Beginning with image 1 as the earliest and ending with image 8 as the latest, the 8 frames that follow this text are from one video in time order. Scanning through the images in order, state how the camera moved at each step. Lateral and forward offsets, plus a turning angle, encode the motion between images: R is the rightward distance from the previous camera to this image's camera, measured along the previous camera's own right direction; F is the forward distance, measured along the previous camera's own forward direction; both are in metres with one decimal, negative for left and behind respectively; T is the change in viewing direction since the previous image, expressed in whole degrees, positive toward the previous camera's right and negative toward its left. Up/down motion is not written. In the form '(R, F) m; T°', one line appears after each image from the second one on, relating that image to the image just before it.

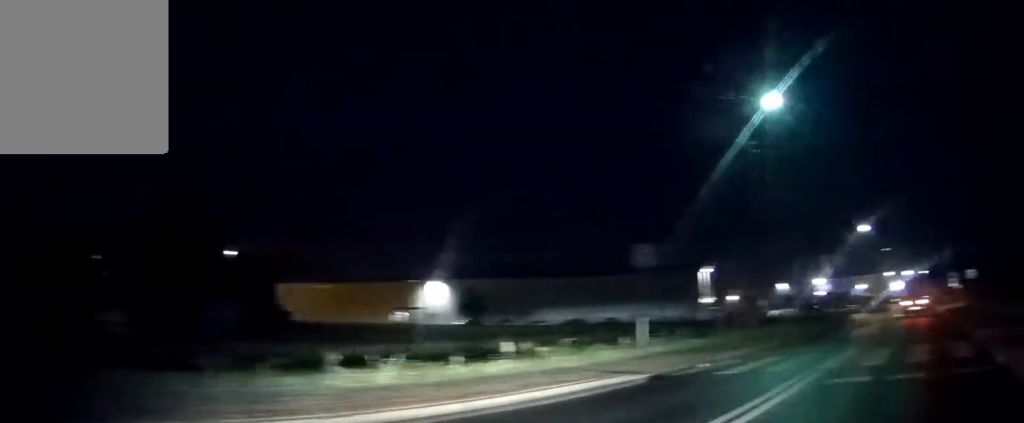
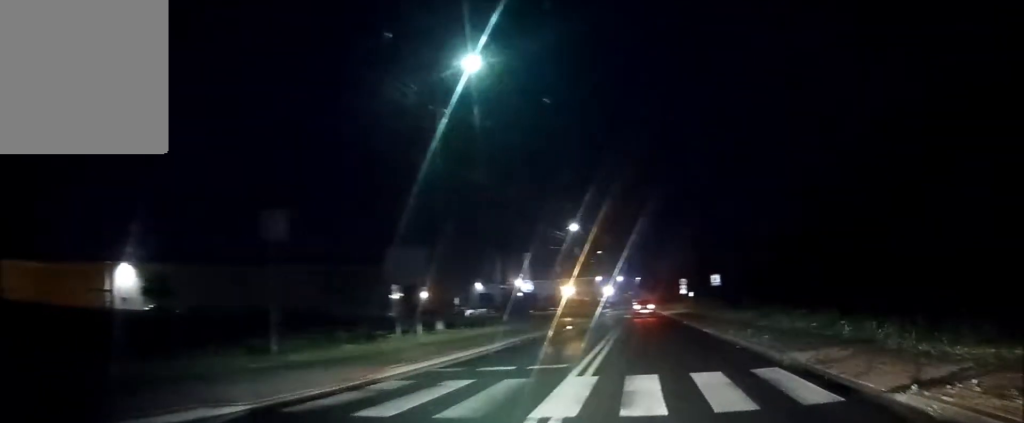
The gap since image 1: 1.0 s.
(+0.9, +5.4) m; +15°
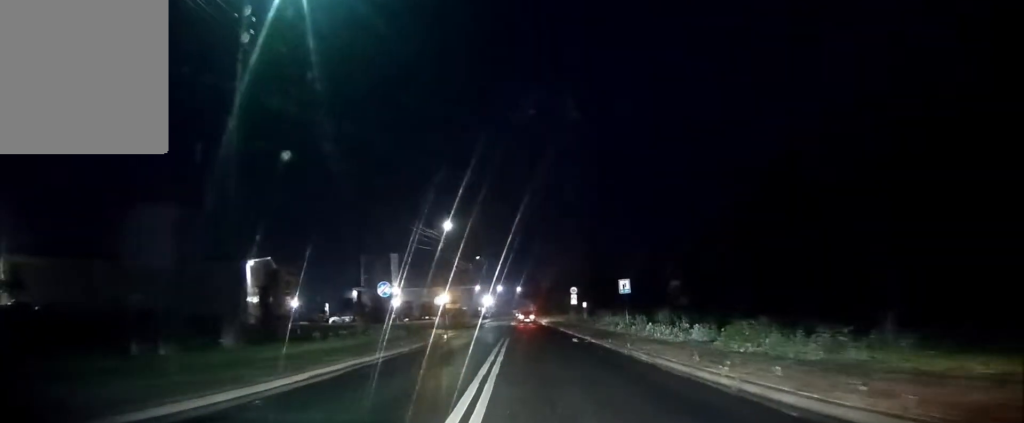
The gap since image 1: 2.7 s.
(+1.1, +11.3) m; +7°
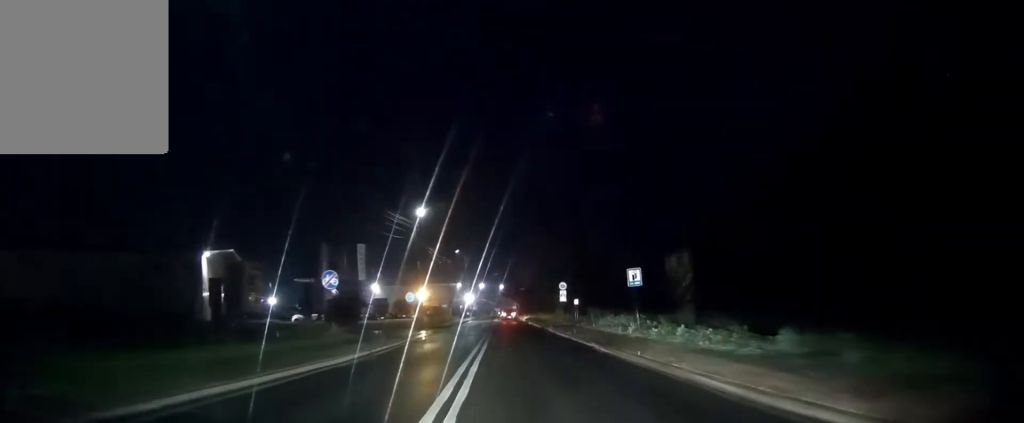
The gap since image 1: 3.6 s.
(+0.1, +8.0) m; +1°
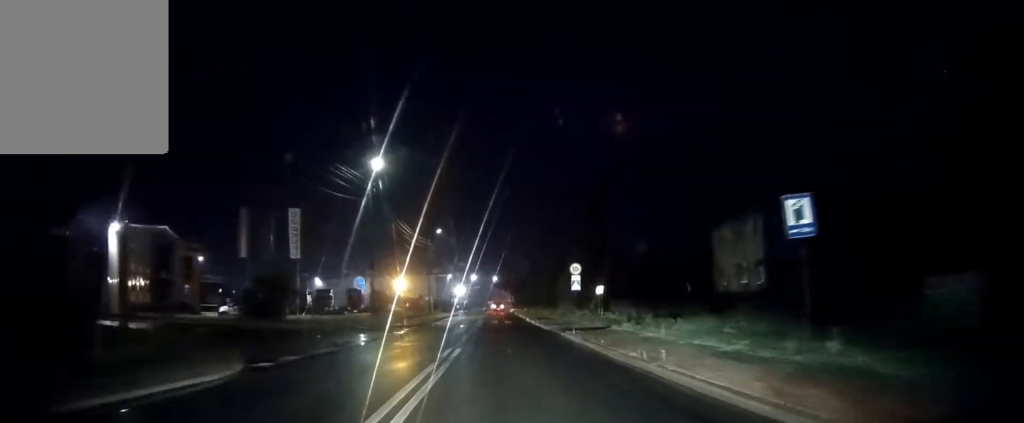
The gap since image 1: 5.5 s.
(+0.1, +16.5) m; 0°
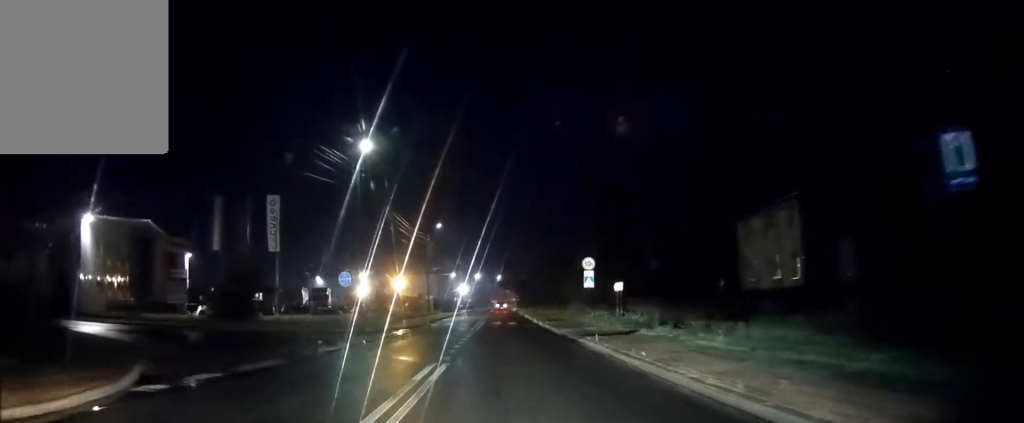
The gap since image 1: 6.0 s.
(0.0, +4.7) m; -1°
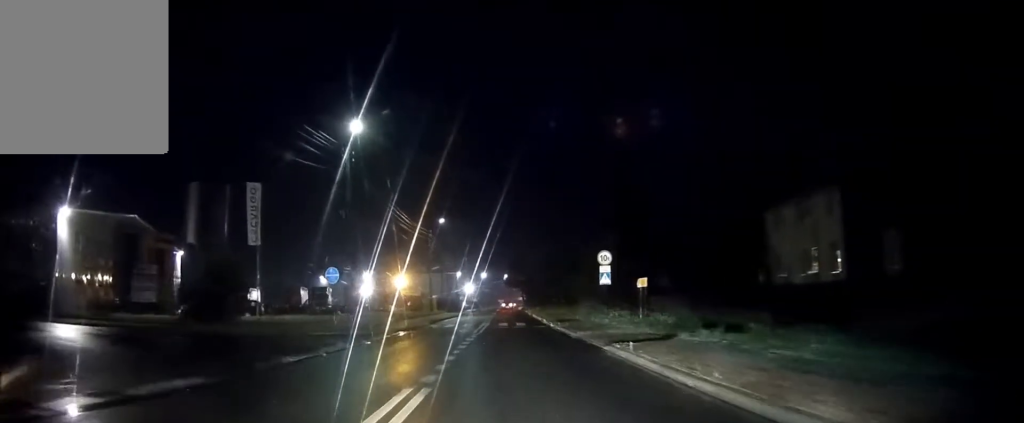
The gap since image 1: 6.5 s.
(0.0, +4.0) m; -2°
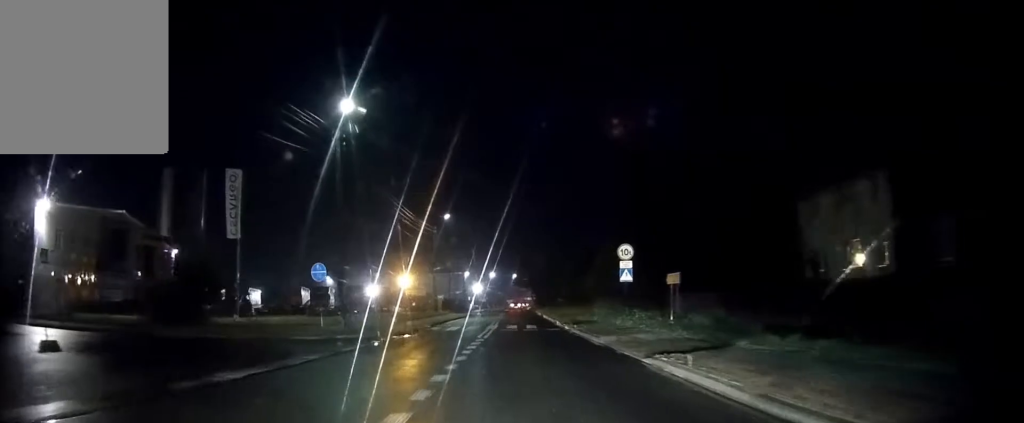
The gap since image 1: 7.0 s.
(0.0, +4.0) m; -3°
